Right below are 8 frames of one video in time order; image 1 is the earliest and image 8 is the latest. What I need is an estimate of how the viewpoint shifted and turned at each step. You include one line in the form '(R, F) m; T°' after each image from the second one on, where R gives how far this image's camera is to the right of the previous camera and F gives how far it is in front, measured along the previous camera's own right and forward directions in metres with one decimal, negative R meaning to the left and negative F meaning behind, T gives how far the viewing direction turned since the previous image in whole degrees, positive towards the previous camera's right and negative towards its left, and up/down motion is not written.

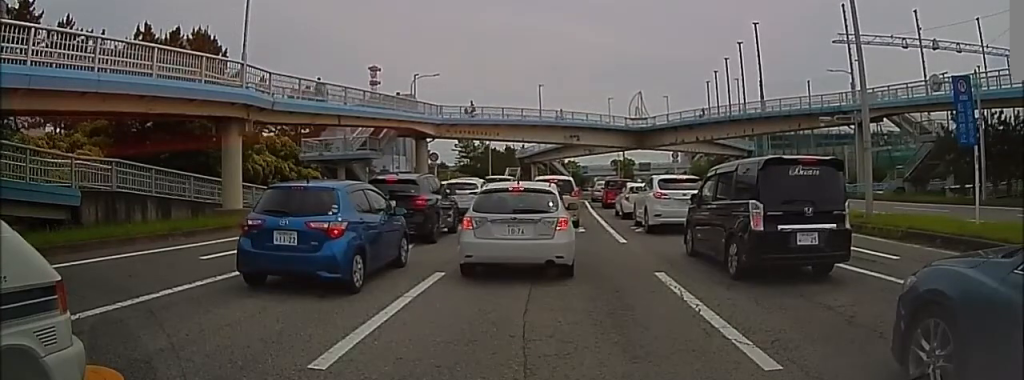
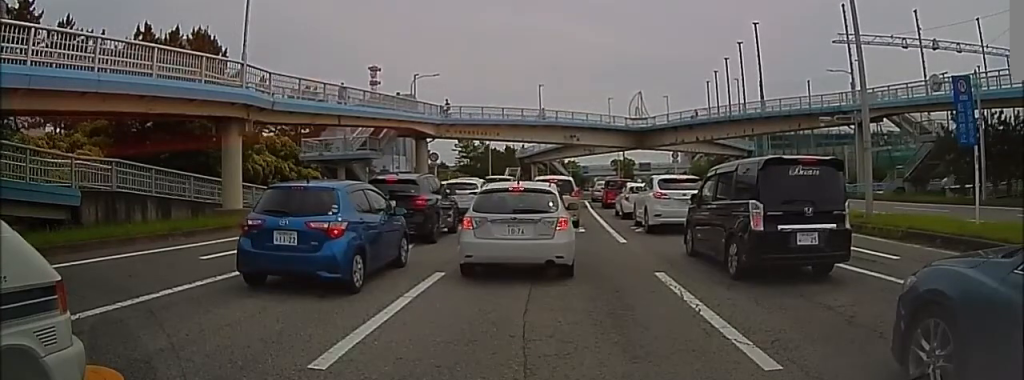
(0.0, 0.0) m; 0°
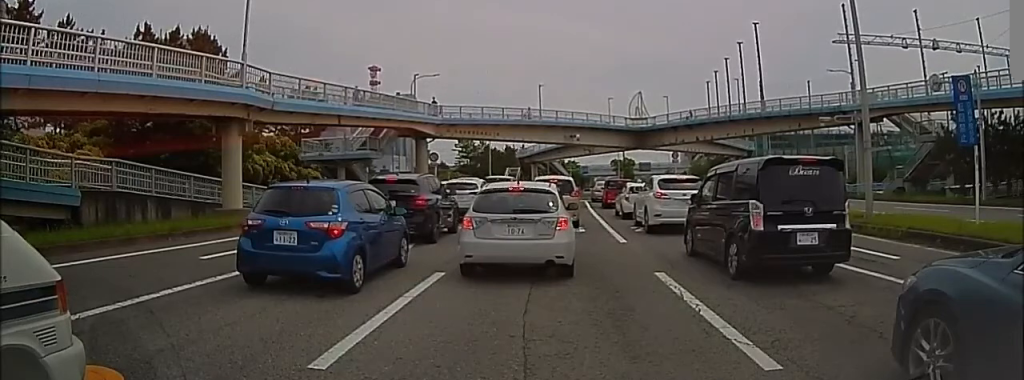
(0.0, 0.0) m; 0°
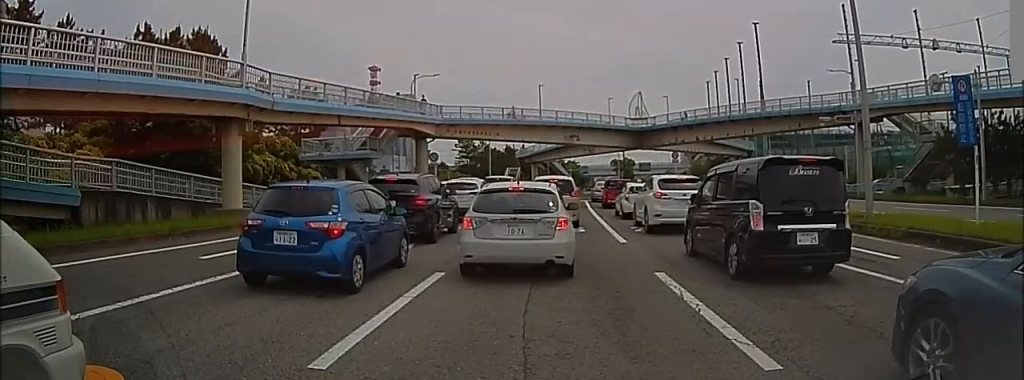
(0.0, 0.0) m; 0°
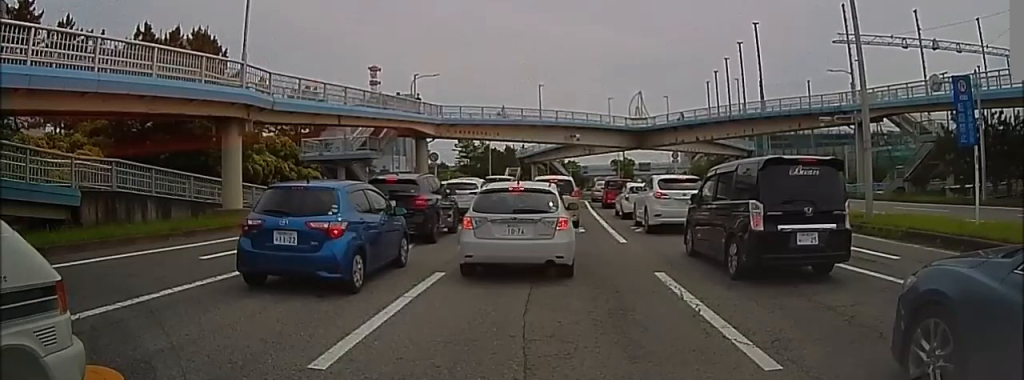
(0.0, 0.0) m; 0°
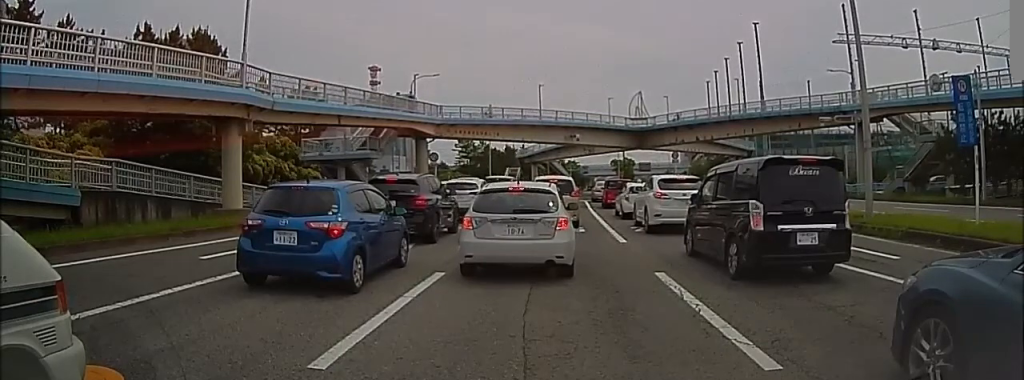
(0.0, 0.0) m; 0°
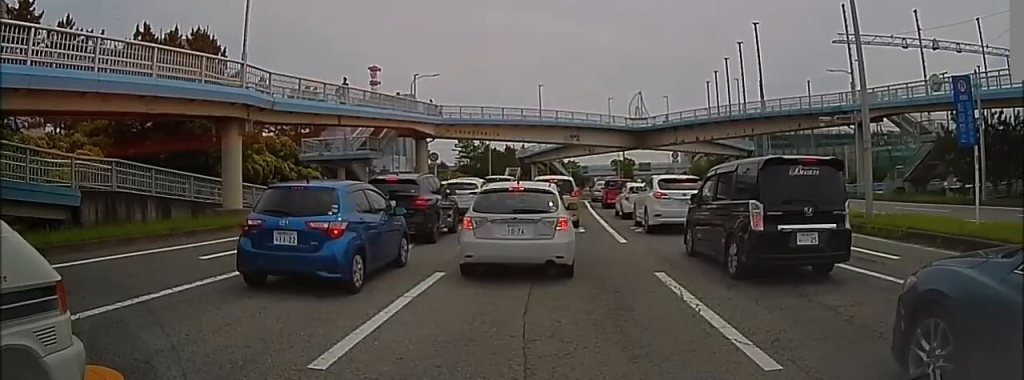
(0.0, 0.0) m; 0°
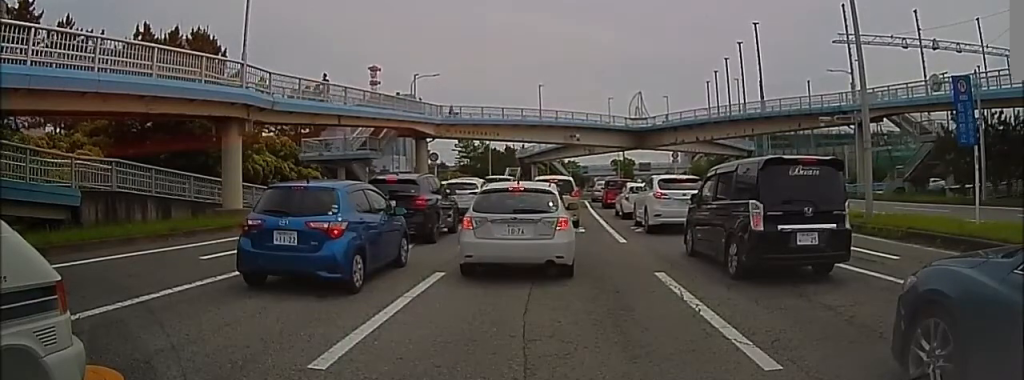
(0.0, 0.0) m; 0°
